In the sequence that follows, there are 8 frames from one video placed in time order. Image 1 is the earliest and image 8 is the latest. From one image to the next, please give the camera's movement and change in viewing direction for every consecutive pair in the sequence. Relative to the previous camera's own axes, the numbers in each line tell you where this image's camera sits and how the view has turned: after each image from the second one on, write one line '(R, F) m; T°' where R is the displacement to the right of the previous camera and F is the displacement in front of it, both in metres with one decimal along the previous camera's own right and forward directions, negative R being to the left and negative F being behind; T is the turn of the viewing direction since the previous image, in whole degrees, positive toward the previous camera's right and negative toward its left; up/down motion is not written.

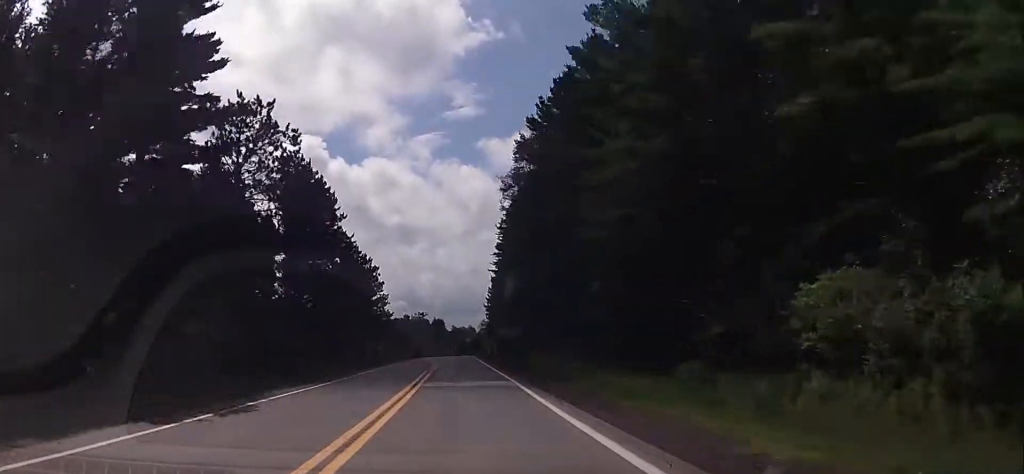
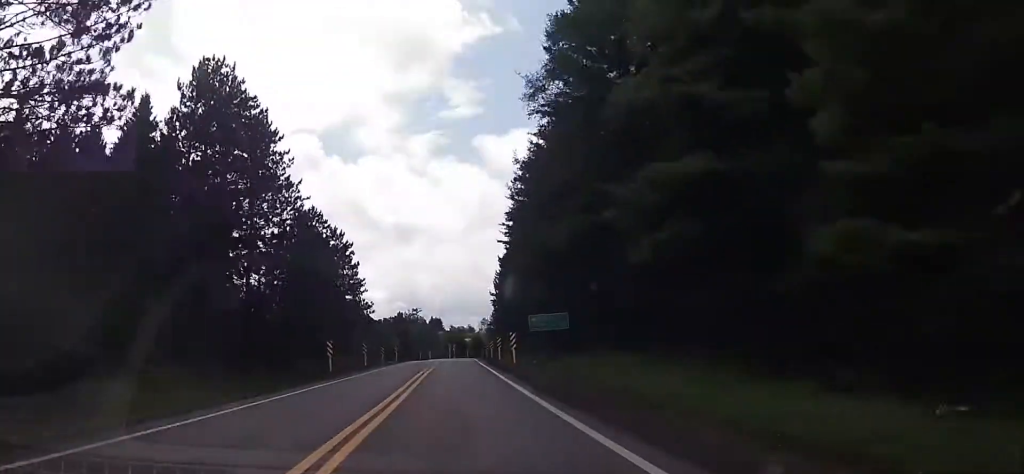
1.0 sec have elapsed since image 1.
(-0.8, +23.2) m; -1°
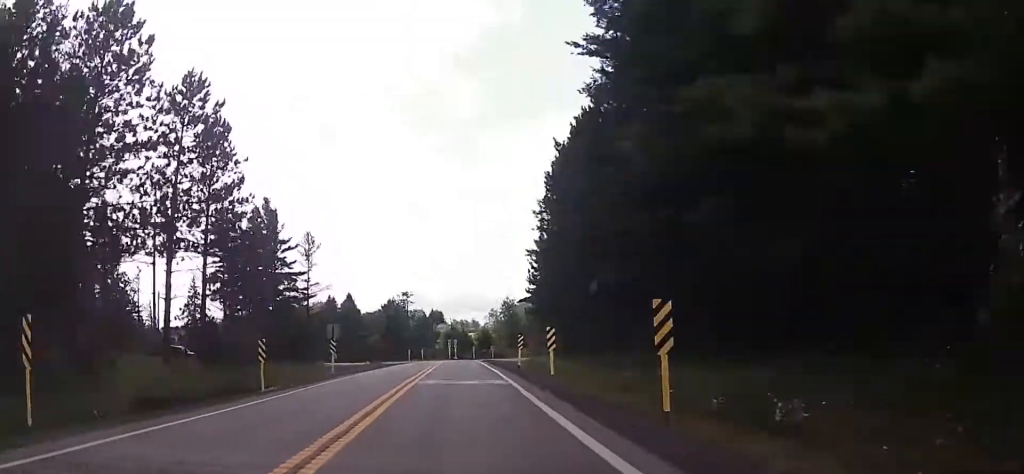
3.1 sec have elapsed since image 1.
(+1.0, +44.7) m; +1°
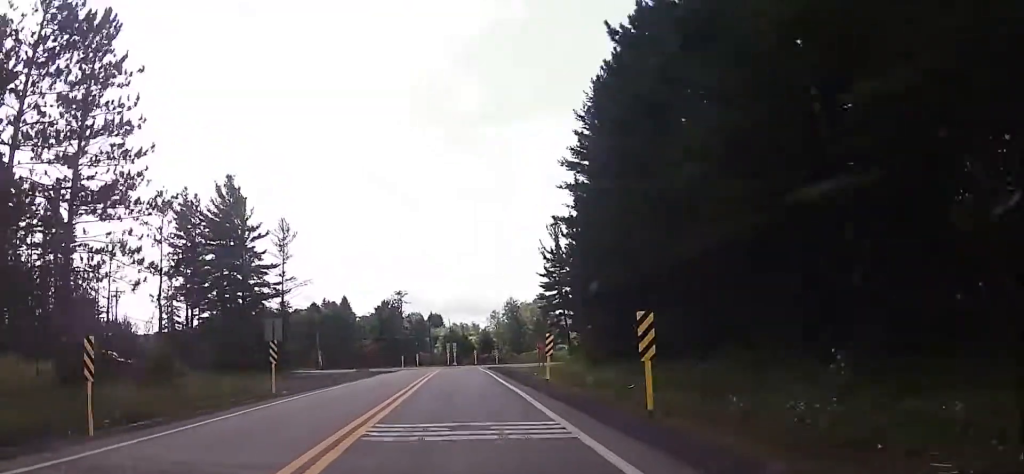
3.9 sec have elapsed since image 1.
(0.0, +13.6) m; -1°
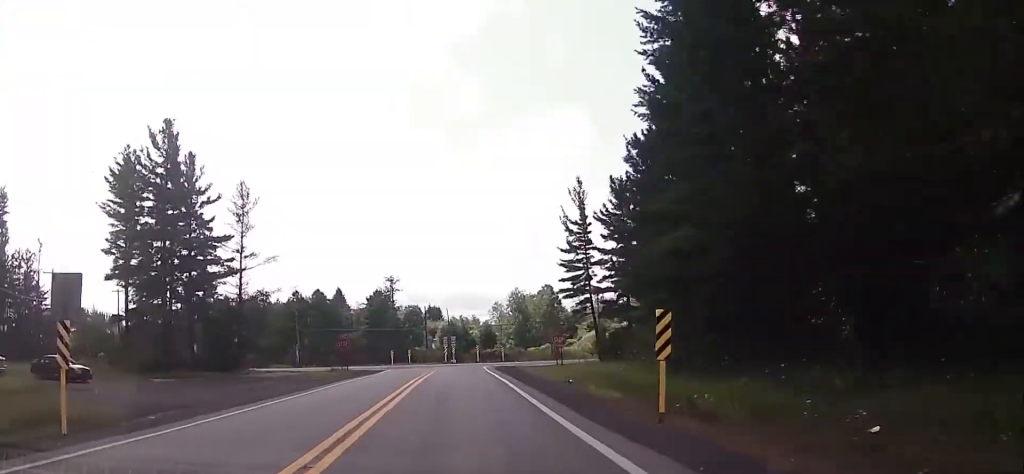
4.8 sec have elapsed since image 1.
(-0.4, +16.0) m; +1°
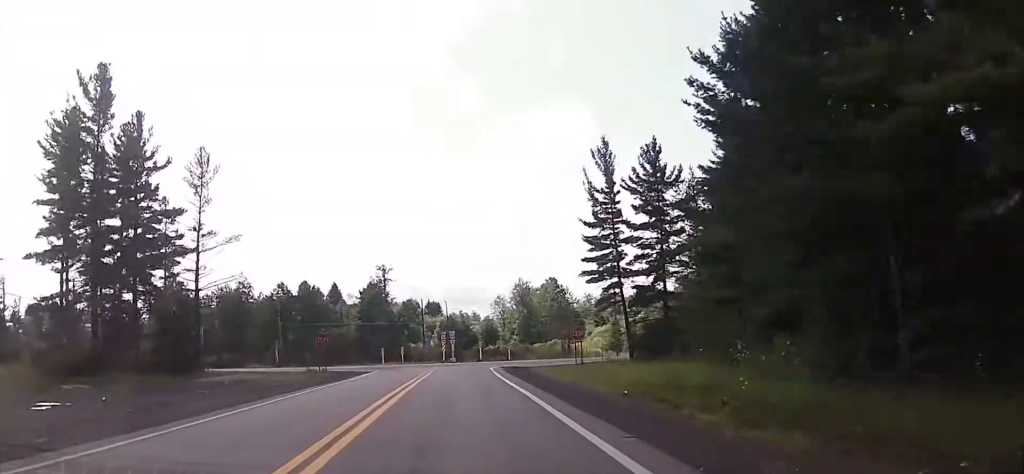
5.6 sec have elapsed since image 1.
(+0.2, +11.2) m; +2°
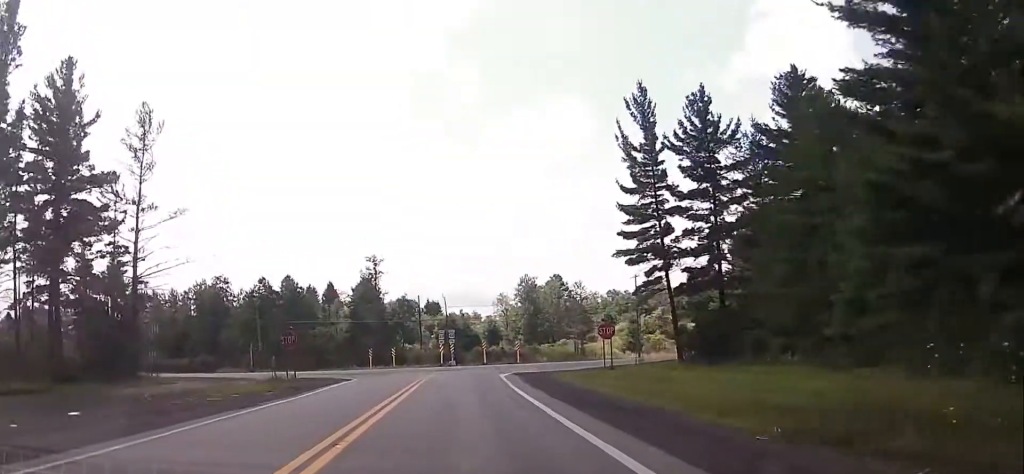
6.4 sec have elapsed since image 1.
(+0.4, +11.3) m; +1°
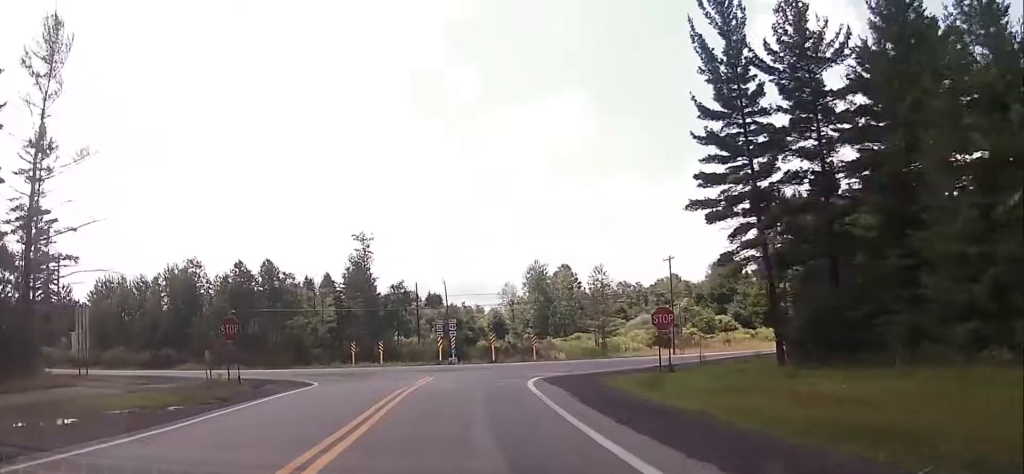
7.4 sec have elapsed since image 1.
(-0.2, +12.7) m; -2°
